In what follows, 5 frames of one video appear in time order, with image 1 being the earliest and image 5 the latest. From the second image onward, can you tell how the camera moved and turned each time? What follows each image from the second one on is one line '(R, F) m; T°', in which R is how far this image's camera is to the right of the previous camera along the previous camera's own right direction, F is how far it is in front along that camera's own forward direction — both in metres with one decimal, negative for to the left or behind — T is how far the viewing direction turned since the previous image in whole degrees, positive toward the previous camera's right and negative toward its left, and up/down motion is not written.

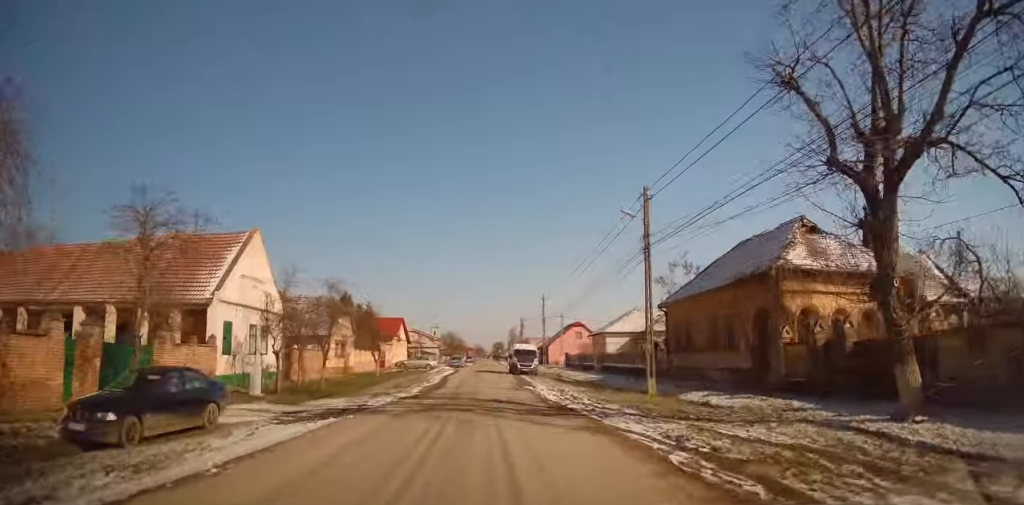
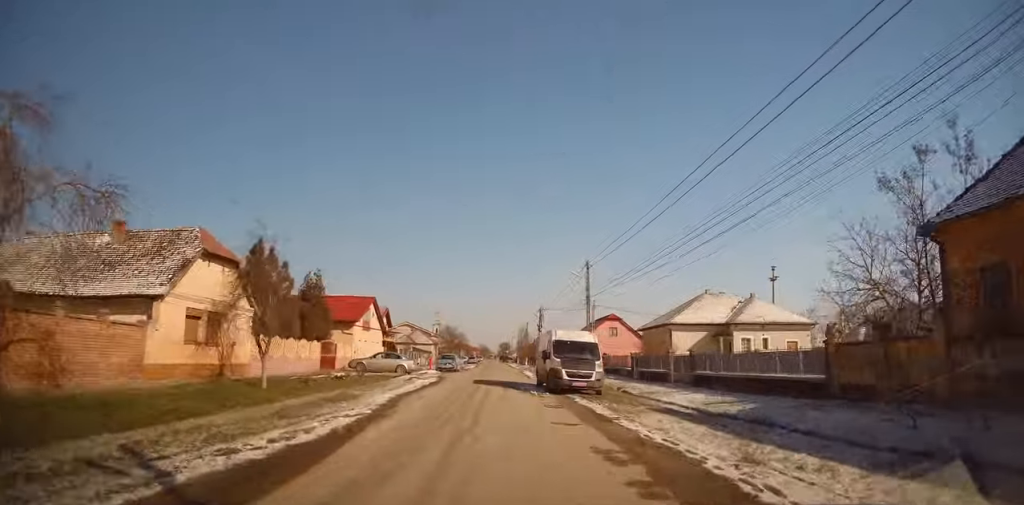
(+4.3, +21.1) m; +1°
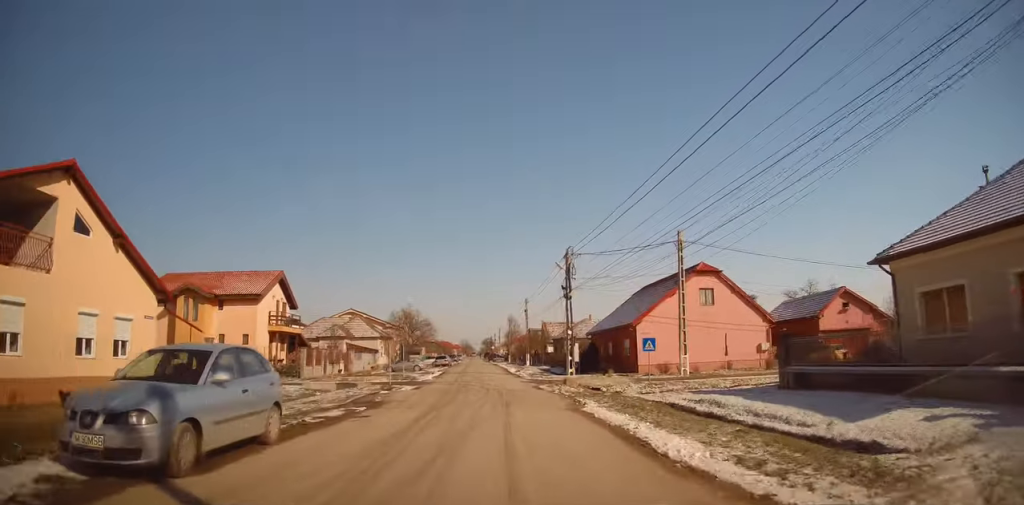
(-1.5, +36.7) m; -2°
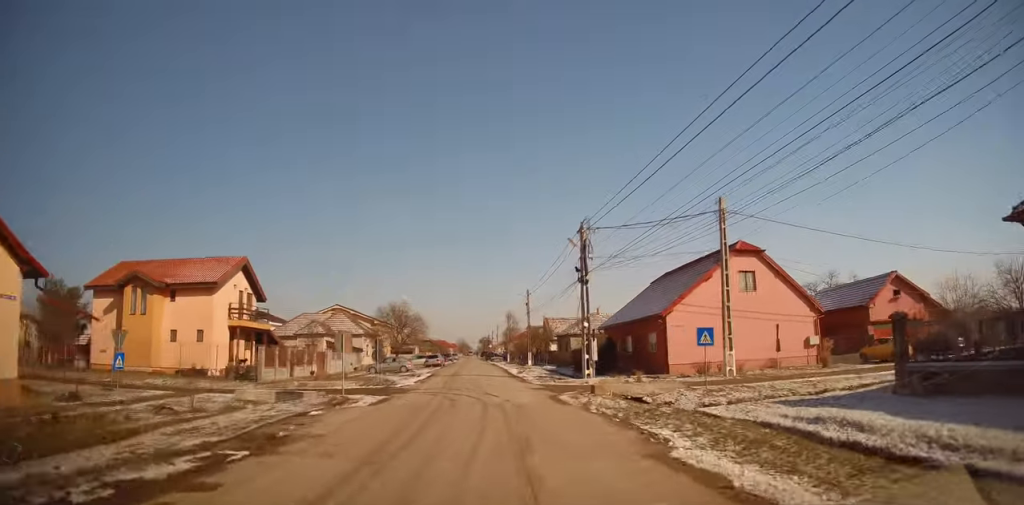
(+0.4, +6.6) m; +2°
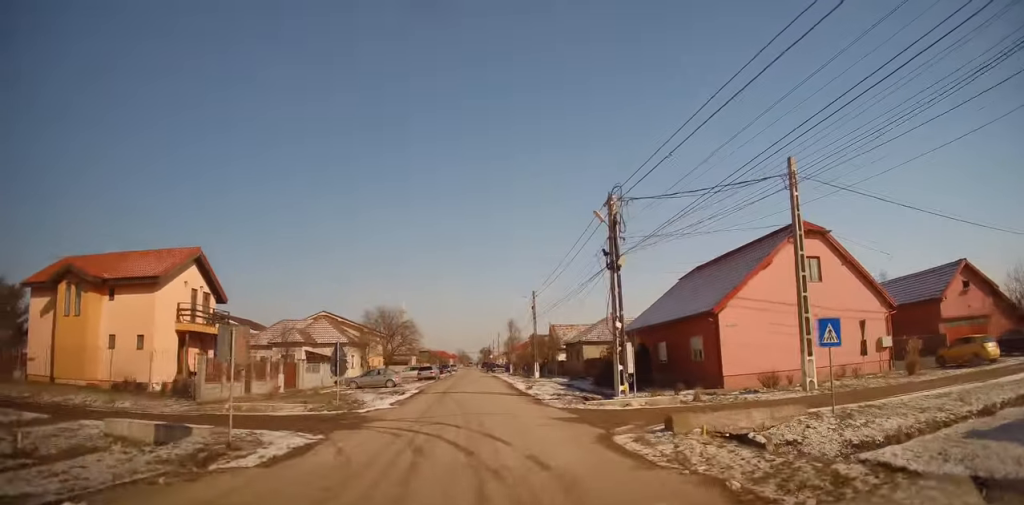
(+0.1, +7.2) m; 0°
